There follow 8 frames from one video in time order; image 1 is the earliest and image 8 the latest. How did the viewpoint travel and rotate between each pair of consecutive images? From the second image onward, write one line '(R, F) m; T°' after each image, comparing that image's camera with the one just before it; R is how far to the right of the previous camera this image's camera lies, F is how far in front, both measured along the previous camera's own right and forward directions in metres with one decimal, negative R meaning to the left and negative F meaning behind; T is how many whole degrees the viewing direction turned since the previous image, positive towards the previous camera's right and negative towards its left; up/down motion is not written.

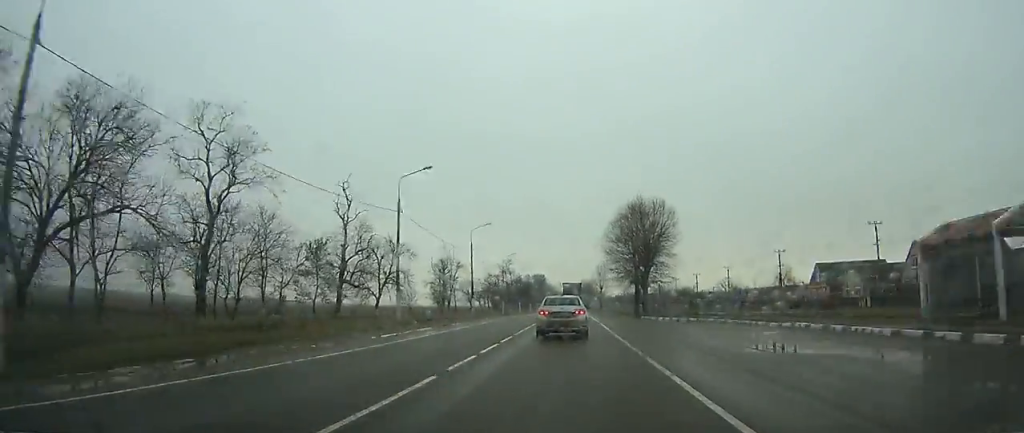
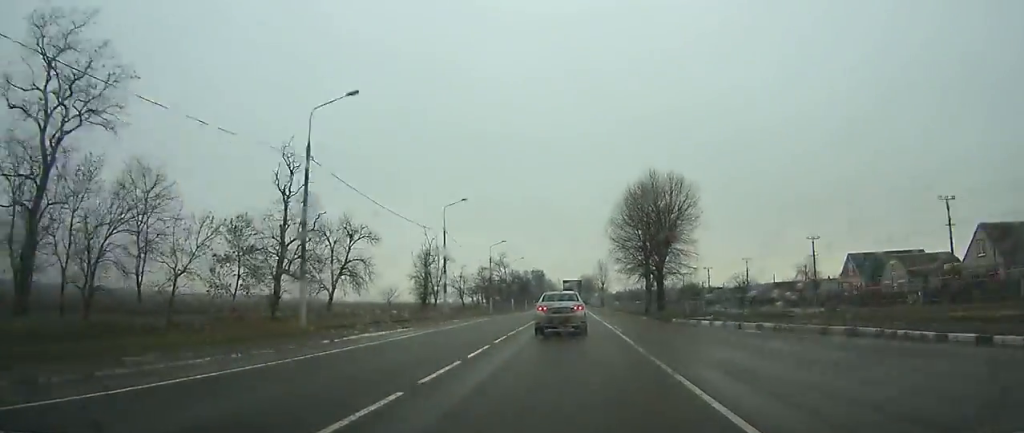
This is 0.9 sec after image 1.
(0.0, +14.0) m; 0°
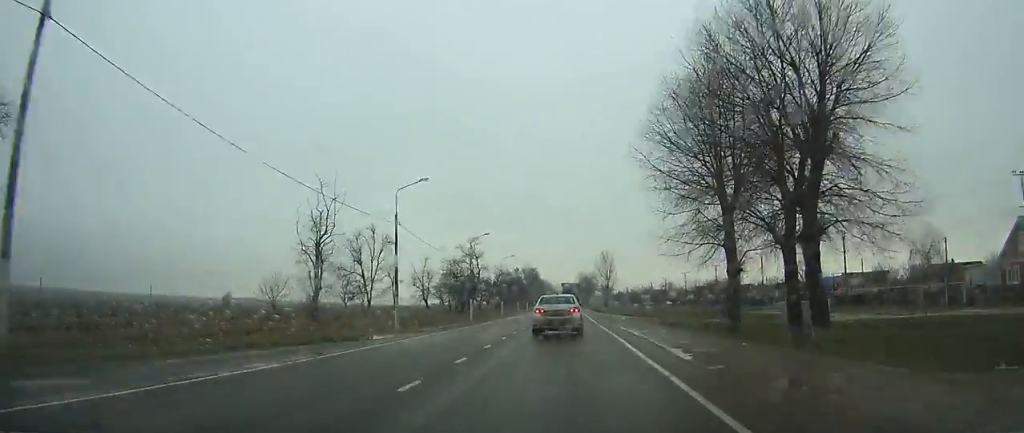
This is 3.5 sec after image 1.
(+0.1, +43.3) m; 0°
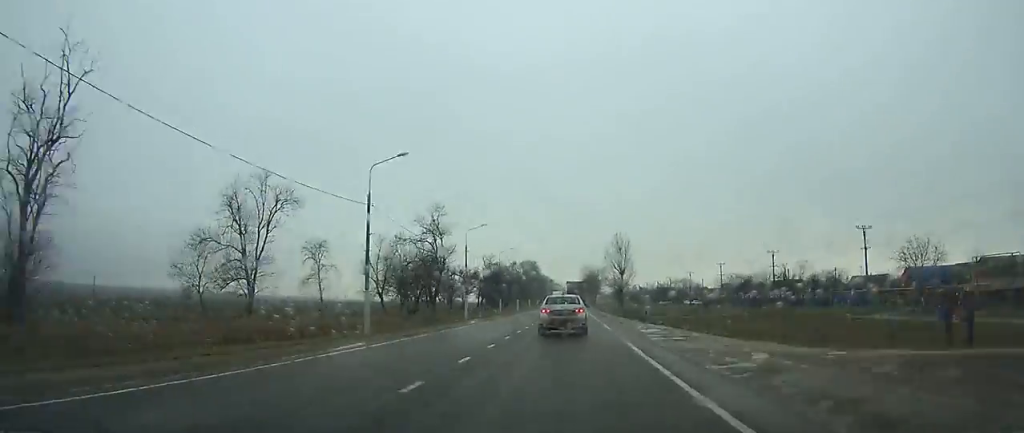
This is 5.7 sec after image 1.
(-0.1, +36.1) m; 0°
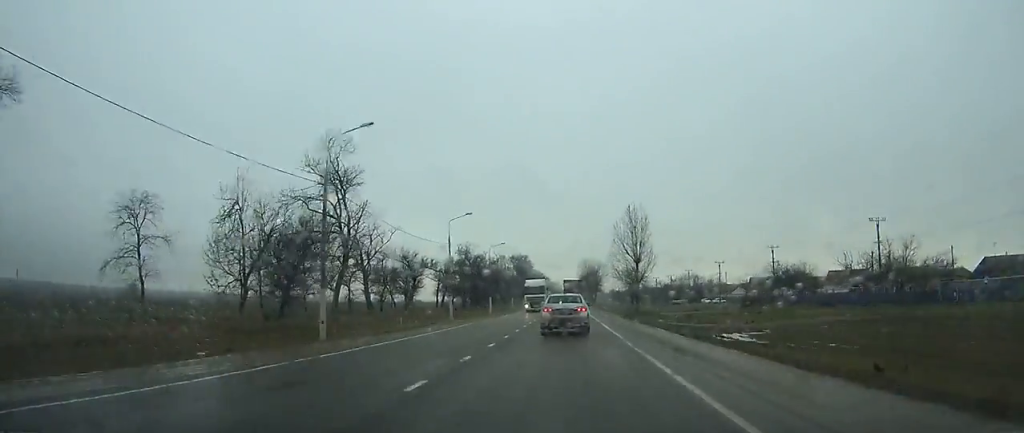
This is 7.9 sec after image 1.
(0.0, +35.5) m; 0°
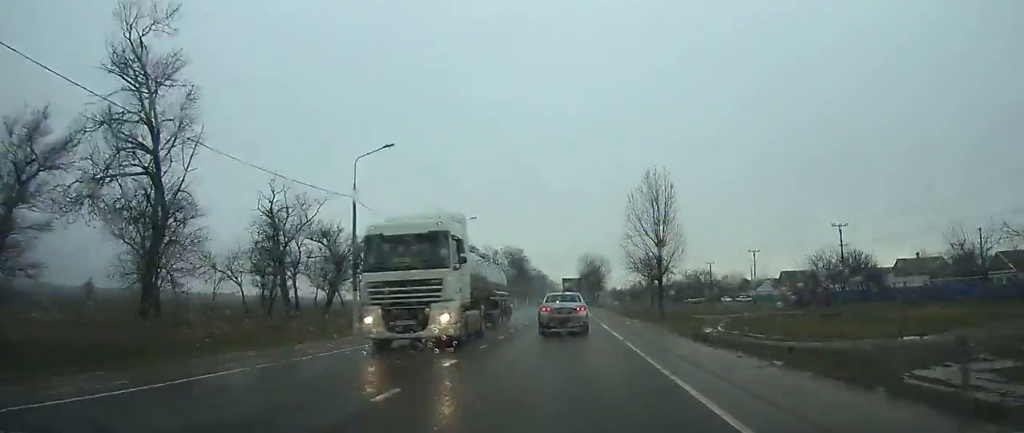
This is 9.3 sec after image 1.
(0.0, +24.5) m; 0°
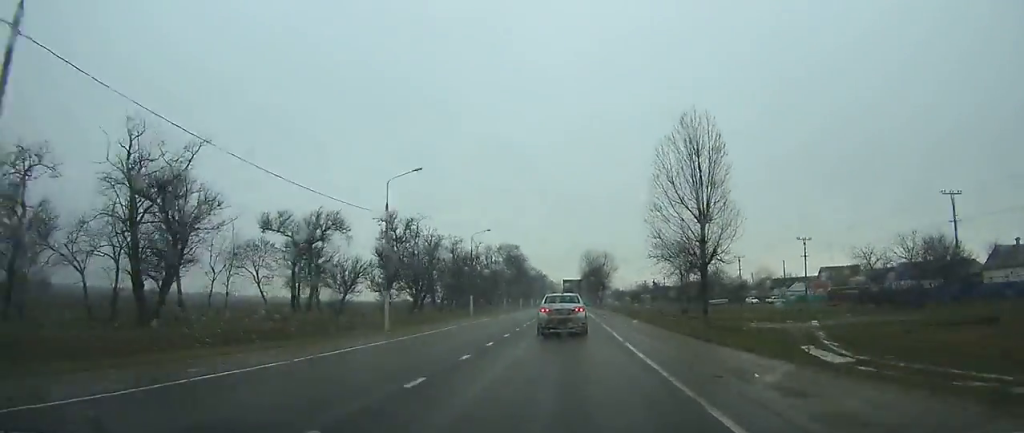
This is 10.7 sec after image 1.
(0.0, +22.3) m; 0°
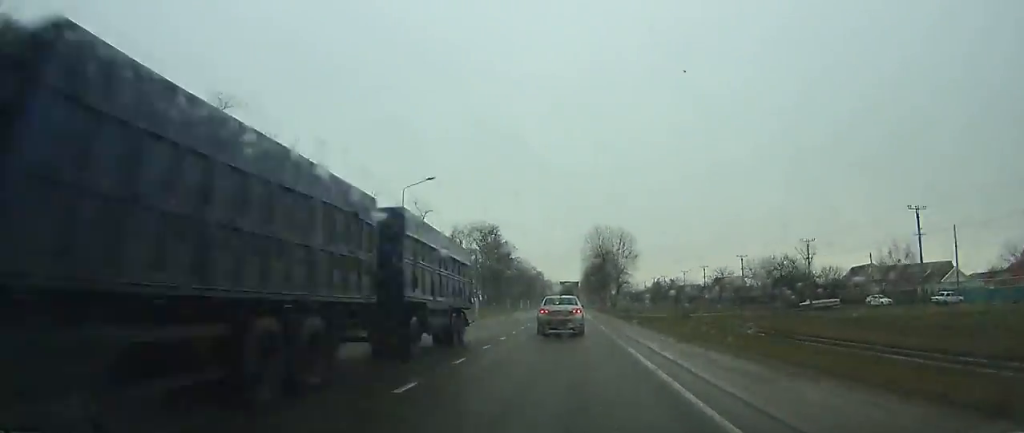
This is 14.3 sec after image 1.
(-0.1, +60.3) m; 0°
